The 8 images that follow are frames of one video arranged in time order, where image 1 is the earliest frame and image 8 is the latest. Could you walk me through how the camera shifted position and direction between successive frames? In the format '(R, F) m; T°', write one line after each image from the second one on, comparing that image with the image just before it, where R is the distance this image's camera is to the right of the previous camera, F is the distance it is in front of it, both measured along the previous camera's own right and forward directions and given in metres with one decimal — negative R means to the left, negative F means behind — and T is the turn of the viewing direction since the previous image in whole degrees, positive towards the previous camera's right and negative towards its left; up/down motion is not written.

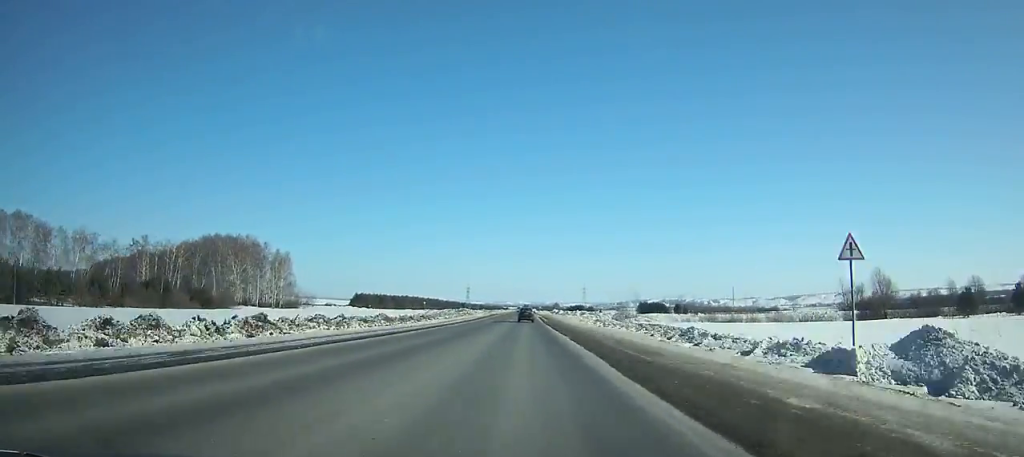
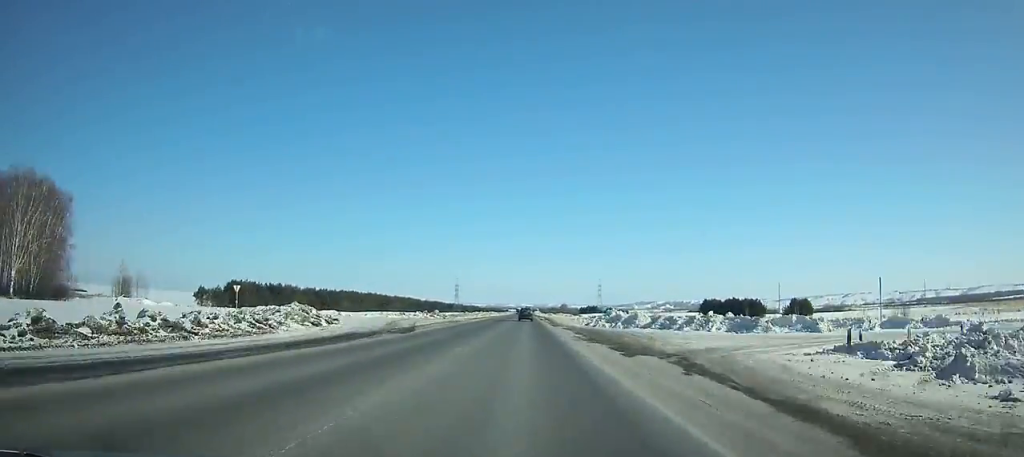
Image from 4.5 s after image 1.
(-0.2, +116.5) m; 0°
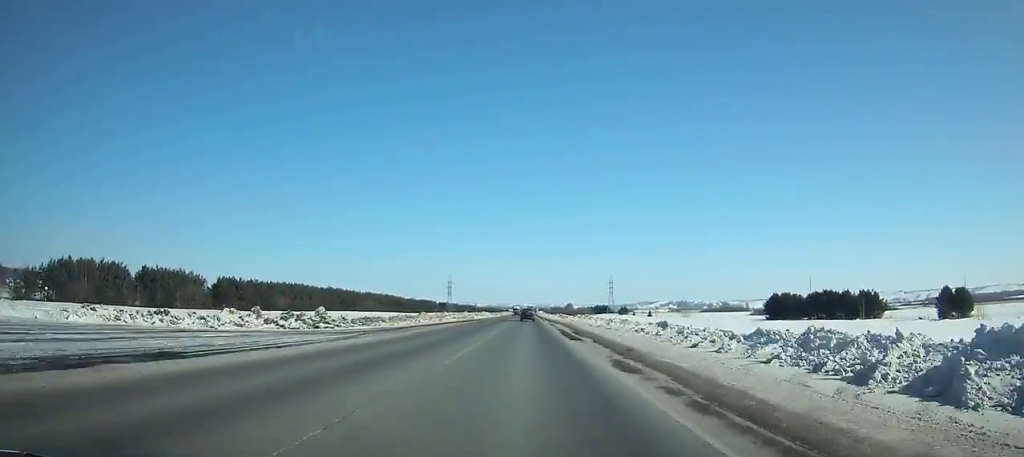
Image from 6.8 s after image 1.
(+0.1, +60.0) m; 0°
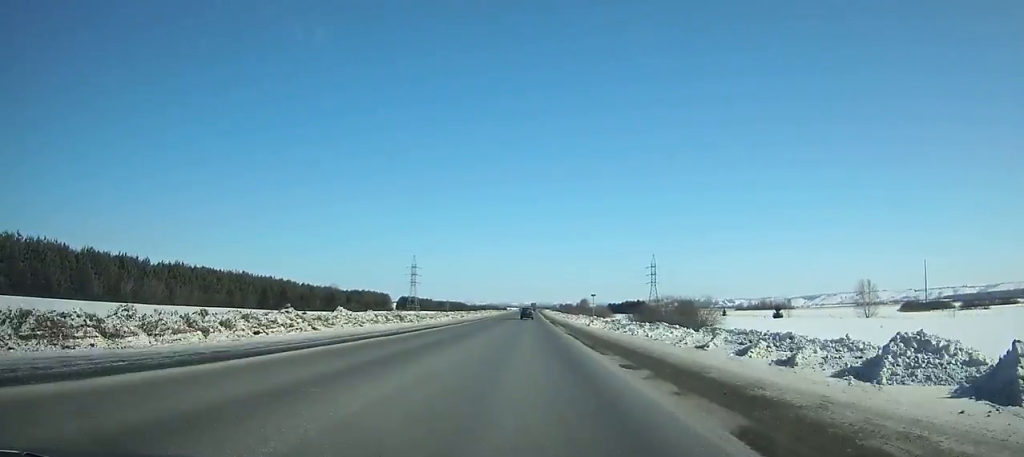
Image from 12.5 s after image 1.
(-0.4, +150.0) m; 0°
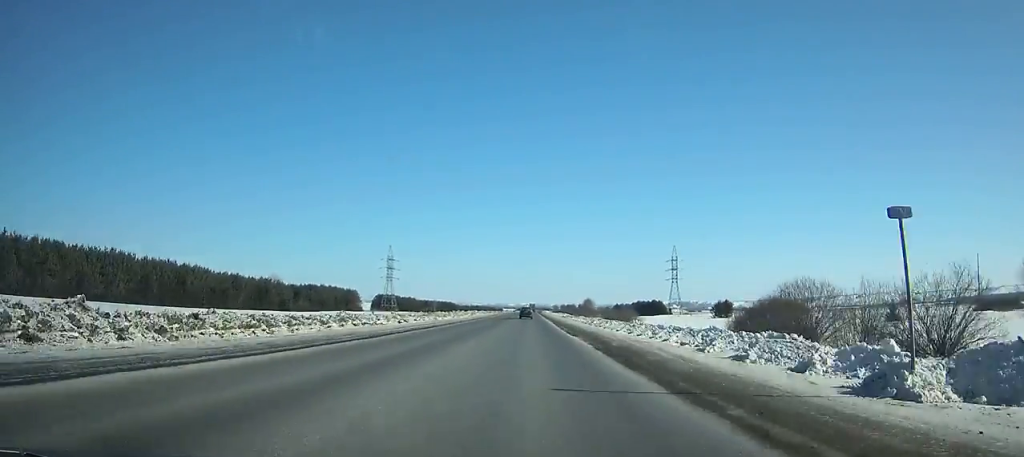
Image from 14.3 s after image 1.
(+0.1, +47.9) m; 0°
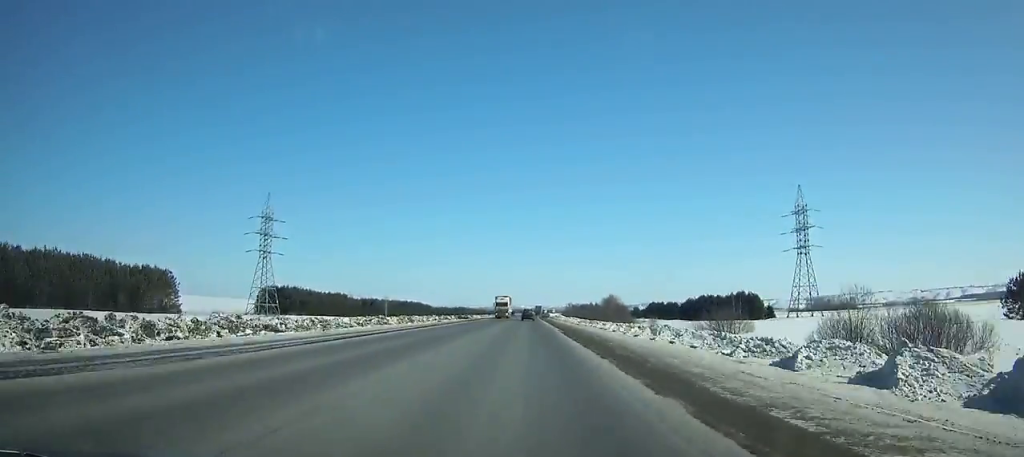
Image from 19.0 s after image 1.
(+0.9, +125.8) m; 0°
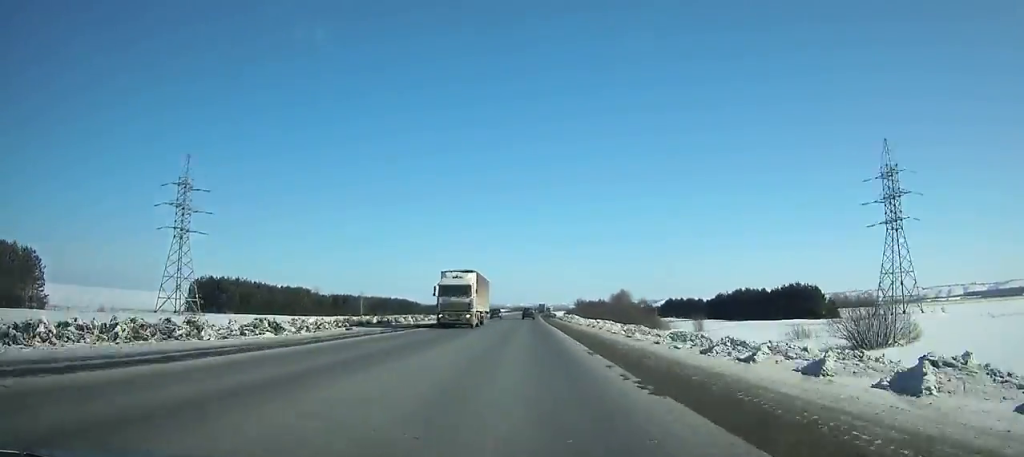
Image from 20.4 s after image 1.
(-0.3, +37.8) m; 0°
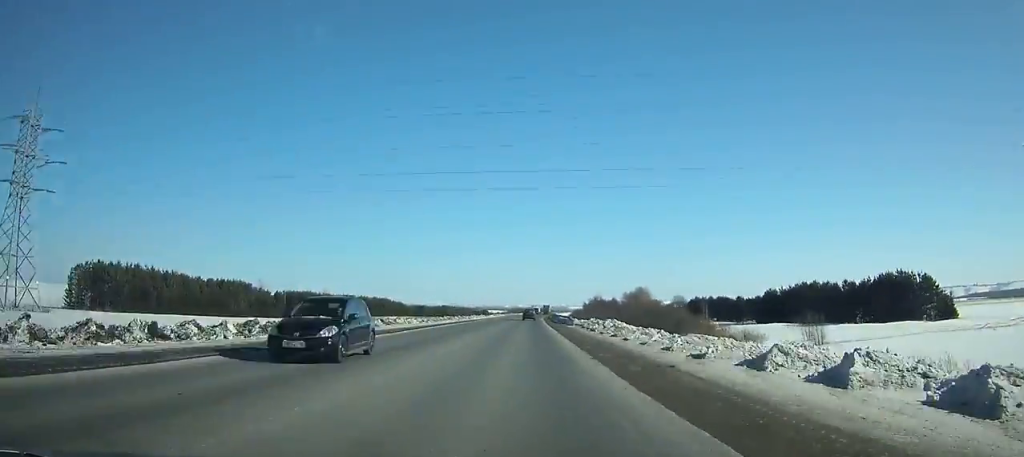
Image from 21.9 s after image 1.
(-0.2, +40.6) m; 0°
